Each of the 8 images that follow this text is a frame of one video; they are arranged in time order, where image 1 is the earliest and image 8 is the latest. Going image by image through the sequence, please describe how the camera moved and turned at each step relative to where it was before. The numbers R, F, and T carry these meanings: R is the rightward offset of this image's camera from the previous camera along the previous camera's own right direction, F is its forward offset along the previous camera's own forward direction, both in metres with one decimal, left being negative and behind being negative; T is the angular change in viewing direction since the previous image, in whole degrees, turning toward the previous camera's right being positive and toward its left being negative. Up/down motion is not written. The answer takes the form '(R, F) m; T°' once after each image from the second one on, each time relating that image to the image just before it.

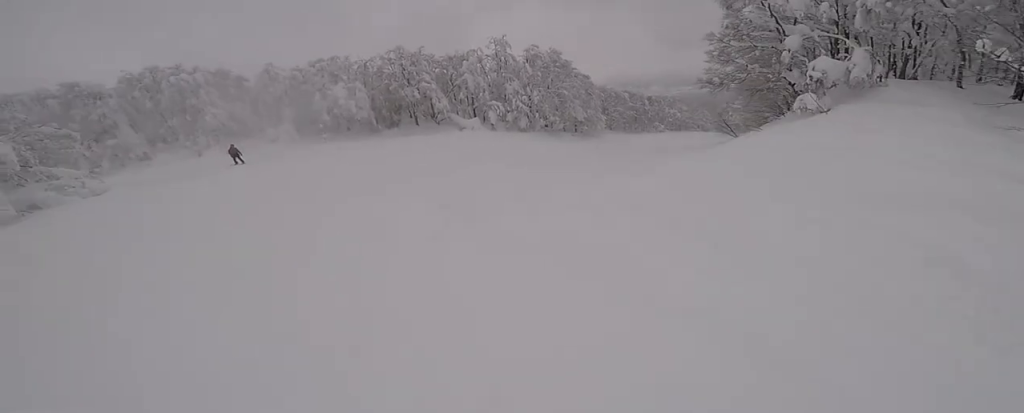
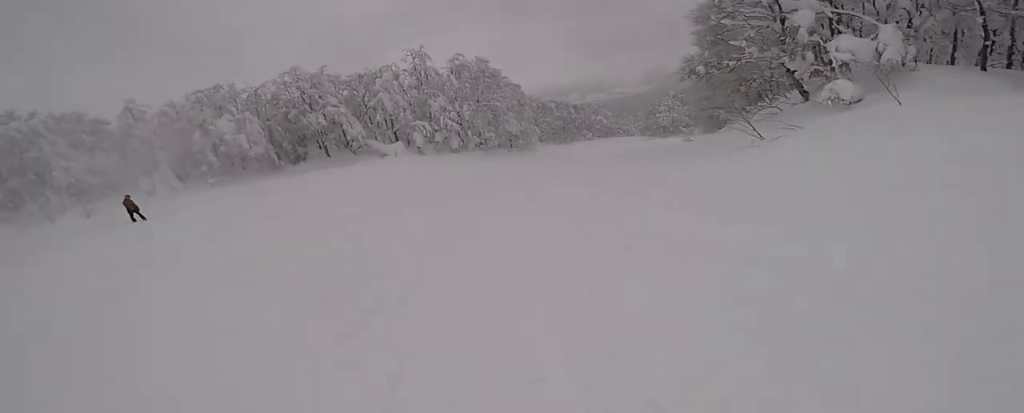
(+0.2, +5.1) m; +8°
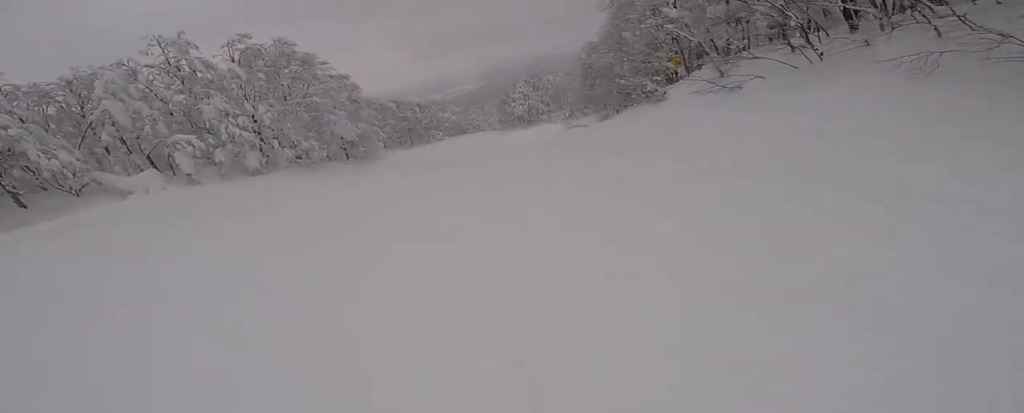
(+2.2, +13.2) m; +12°
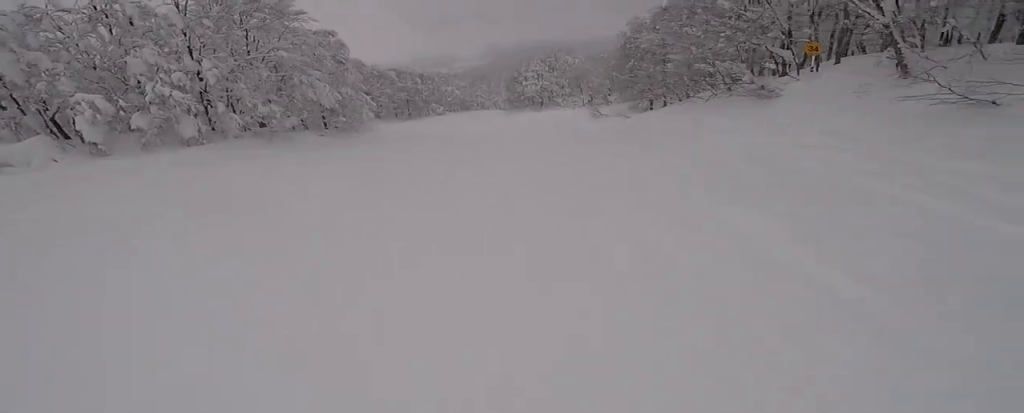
(+0.1, +7.1) m; +1°
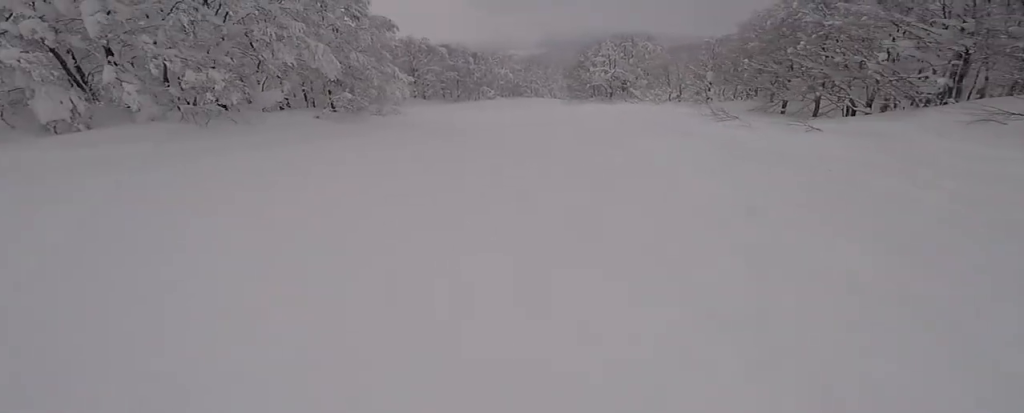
(+0.1, +11.8) m; +5°
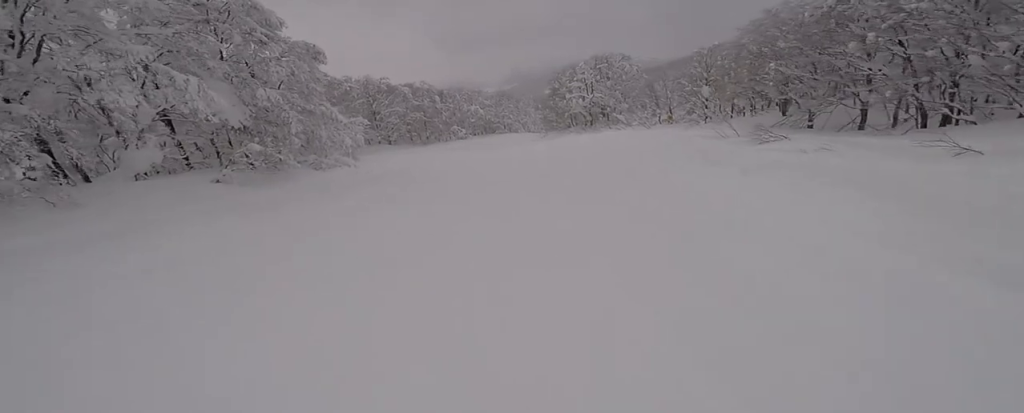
(+0.2, +7.0) m; +4°
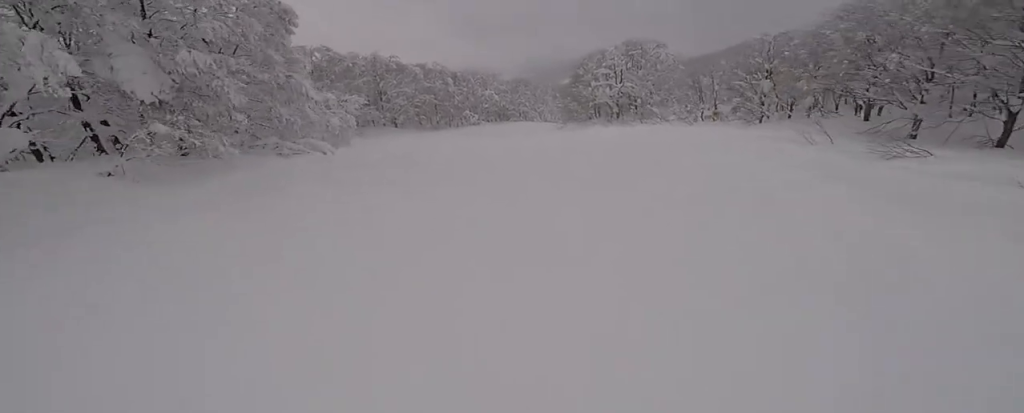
(+0.9, +5.8) m; 0°
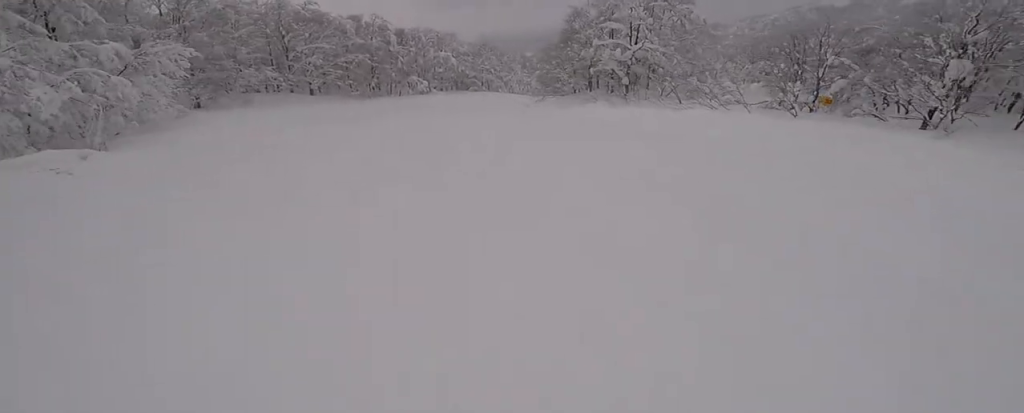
(-0.4, +17.1) m; 0°
